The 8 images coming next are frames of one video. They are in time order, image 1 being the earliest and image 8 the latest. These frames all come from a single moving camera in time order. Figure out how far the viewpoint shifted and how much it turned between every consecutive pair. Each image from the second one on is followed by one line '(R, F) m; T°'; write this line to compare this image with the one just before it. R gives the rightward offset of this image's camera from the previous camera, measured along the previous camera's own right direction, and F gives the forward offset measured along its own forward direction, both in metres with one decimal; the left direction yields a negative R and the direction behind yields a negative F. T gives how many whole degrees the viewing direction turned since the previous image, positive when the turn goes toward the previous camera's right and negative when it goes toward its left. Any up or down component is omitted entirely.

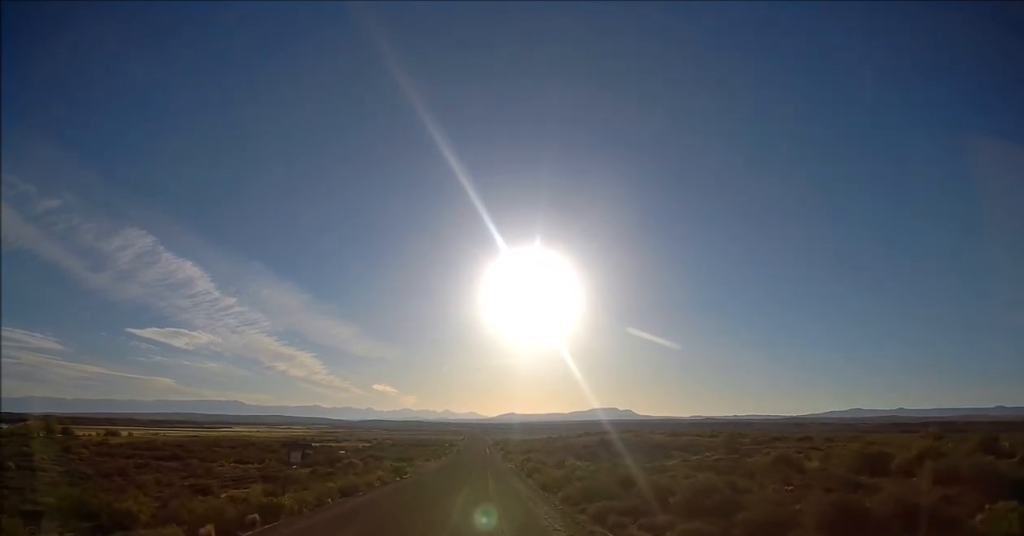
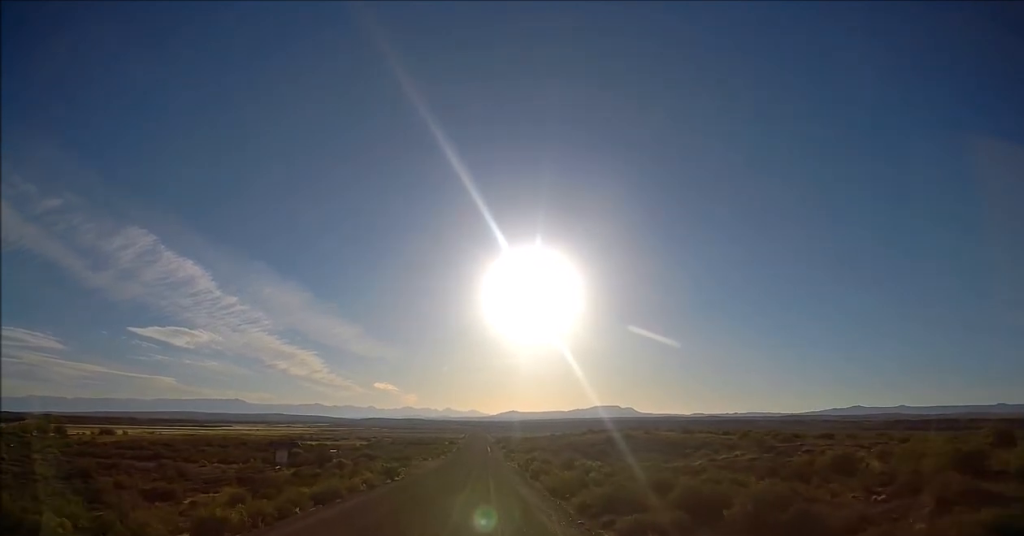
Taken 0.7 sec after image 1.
(0.0, +5.3) m; 0°
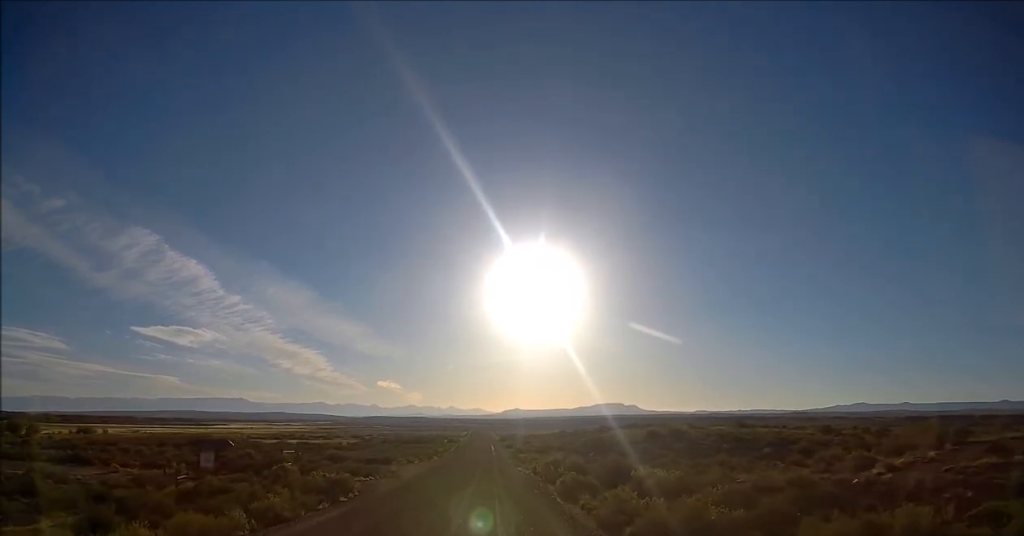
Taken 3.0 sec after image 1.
(+0.1, +19.3) m; +1°
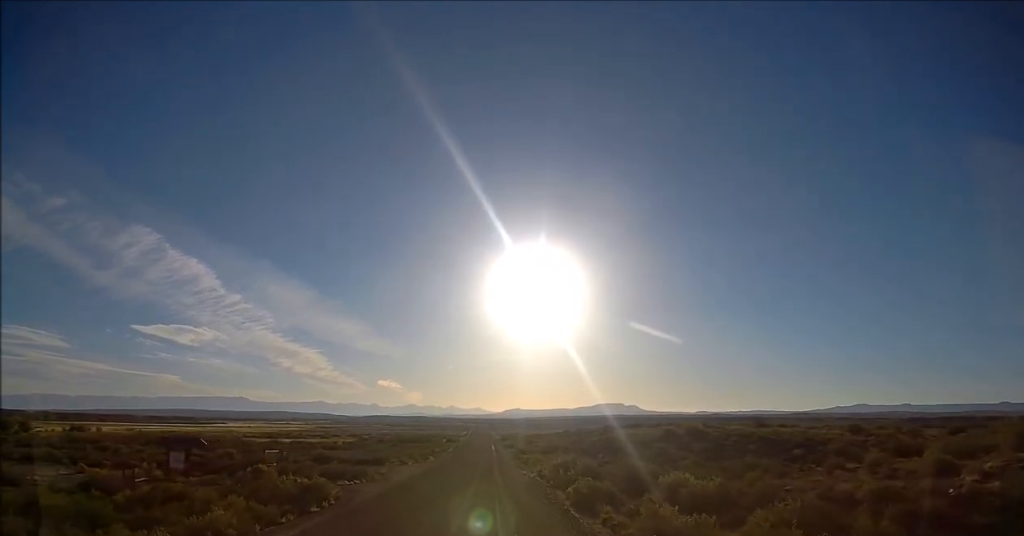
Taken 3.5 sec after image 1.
(0.0, +5.2) m; -1°
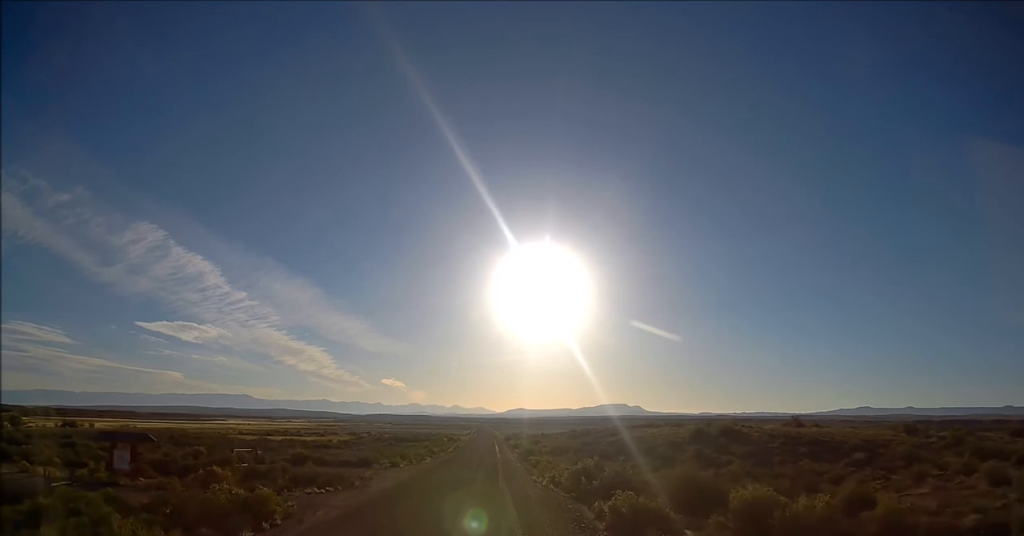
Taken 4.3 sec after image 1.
(0.0, +6.7) m; -1°
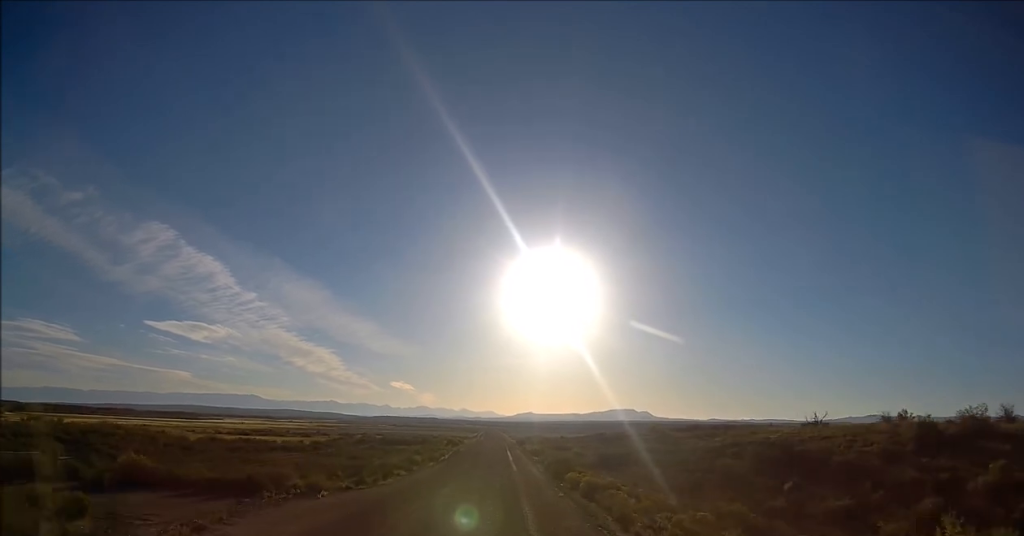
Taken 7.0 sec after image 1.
(-0.2, +26.9) m; 0°
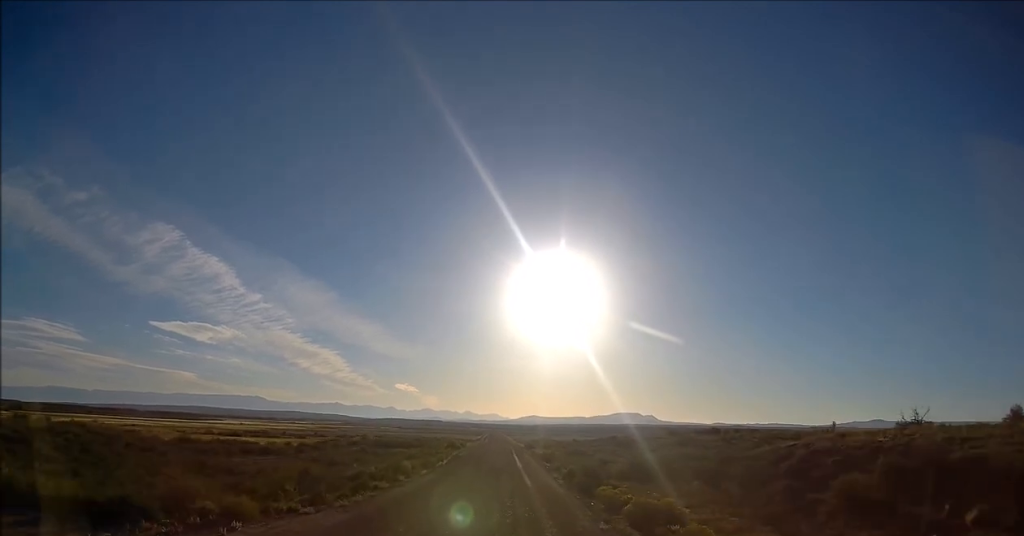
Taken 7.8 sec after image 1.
(-0.1, +9.1) m; 0°
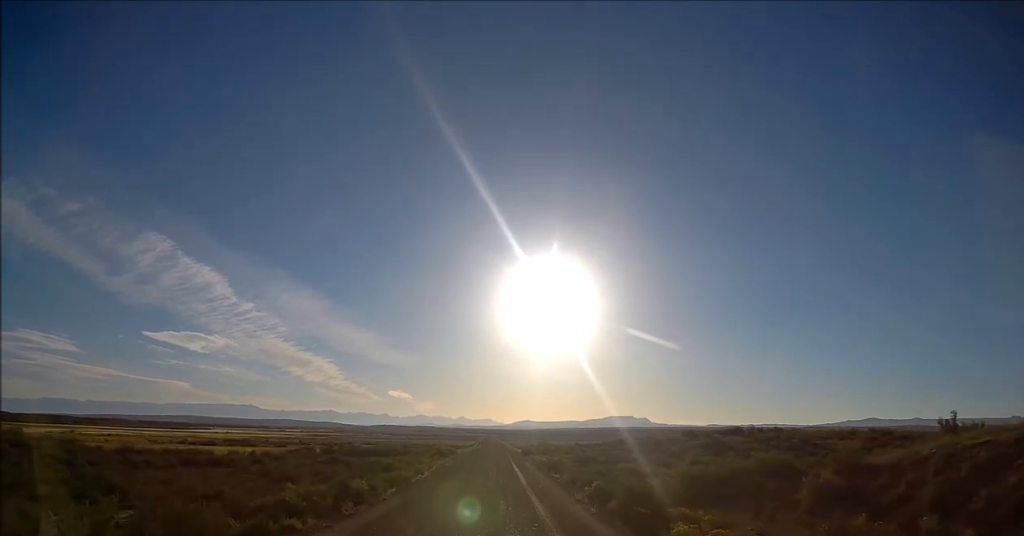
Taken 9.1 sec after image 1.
(+0.2, +12.2) m; +1°
